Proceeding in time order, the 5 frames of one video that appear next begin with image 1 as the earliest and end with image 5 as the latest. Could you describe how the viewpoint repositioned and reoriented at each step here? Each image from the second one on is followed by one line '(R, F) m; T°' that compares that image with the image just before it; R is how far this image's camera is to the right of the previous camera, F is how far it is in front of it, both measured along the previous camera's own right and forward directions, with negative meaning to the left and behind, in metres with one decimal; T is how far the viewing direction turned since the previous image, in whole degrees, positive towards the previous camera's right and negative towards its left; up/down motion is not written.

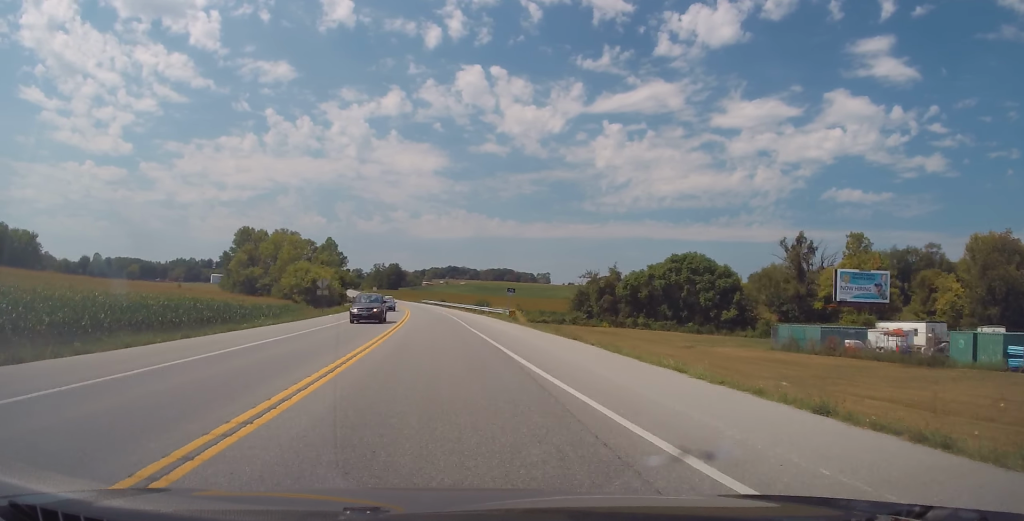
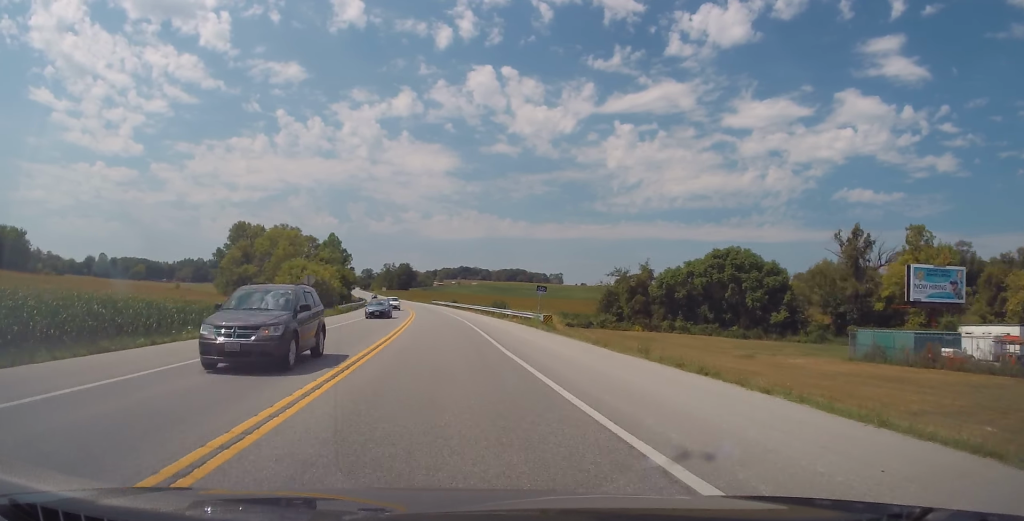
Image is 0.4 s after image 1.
(-0.2, +11.9) m; 0°
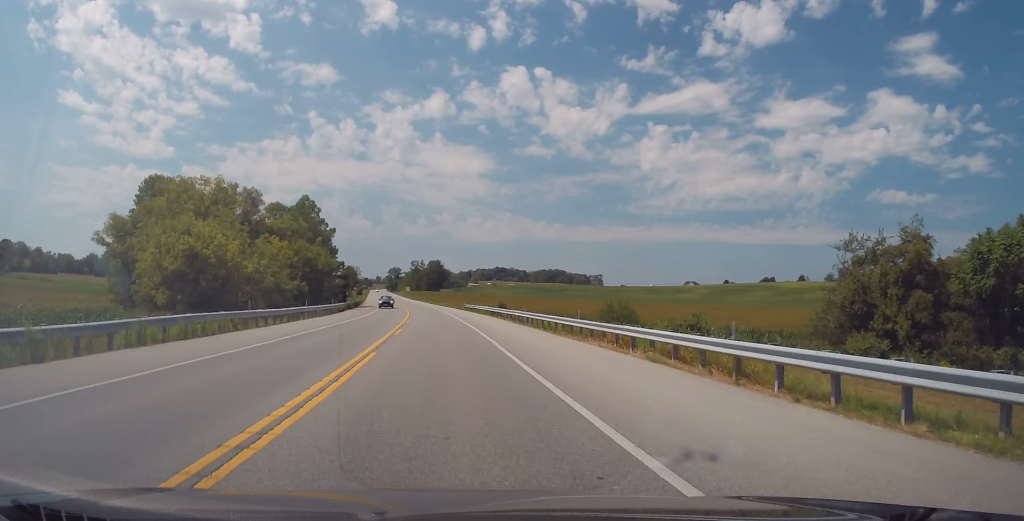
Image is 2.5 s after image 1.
(-1.7, +57.2) m; -4°
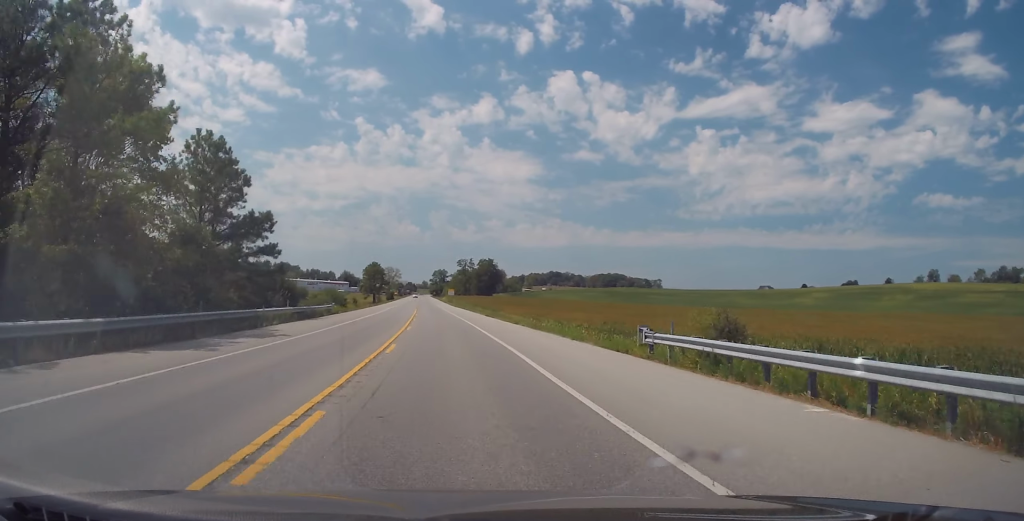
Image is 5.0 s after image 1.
(-1.5, +69.0) m; -3°
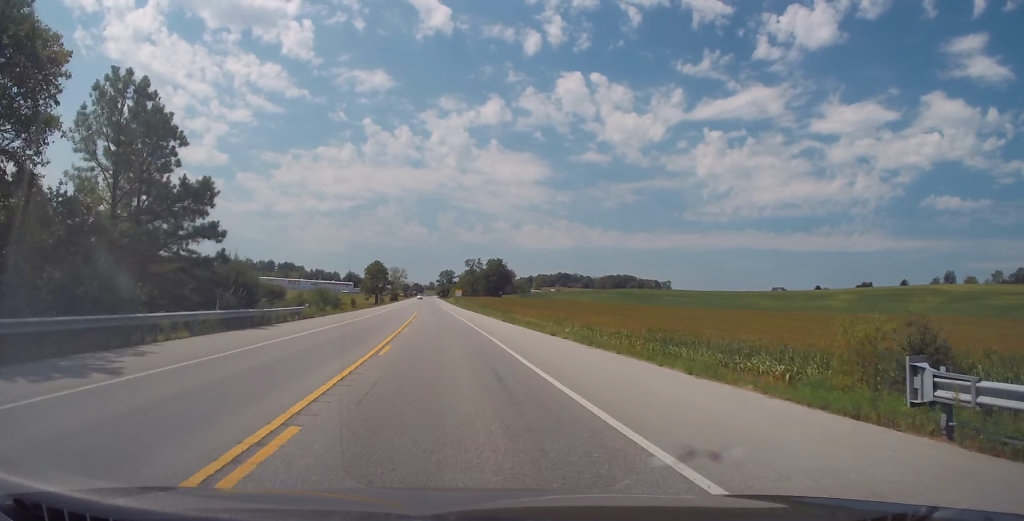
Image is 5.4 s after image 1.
(-0.3, +13.1) m; -1°
